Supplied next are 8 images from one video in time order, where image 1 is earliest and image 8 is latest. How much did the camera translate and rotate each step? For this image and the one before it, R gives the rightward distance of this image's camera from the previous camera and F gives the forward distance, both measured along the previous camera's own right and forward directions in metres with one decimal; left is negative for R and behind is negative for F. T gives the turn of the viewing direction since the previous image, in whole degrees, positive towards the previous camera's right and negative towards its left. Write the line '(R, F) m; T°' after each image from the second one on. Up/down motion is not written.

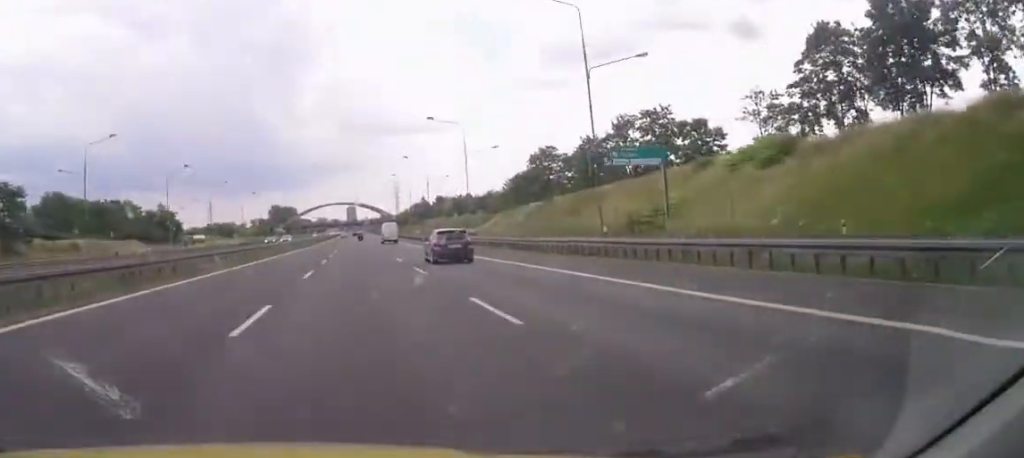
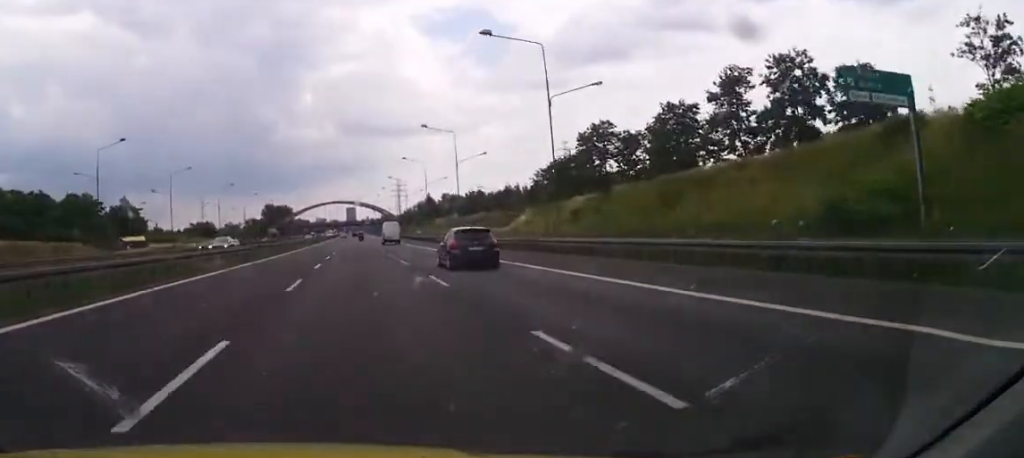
(-0.3, +28.4) m; 0°
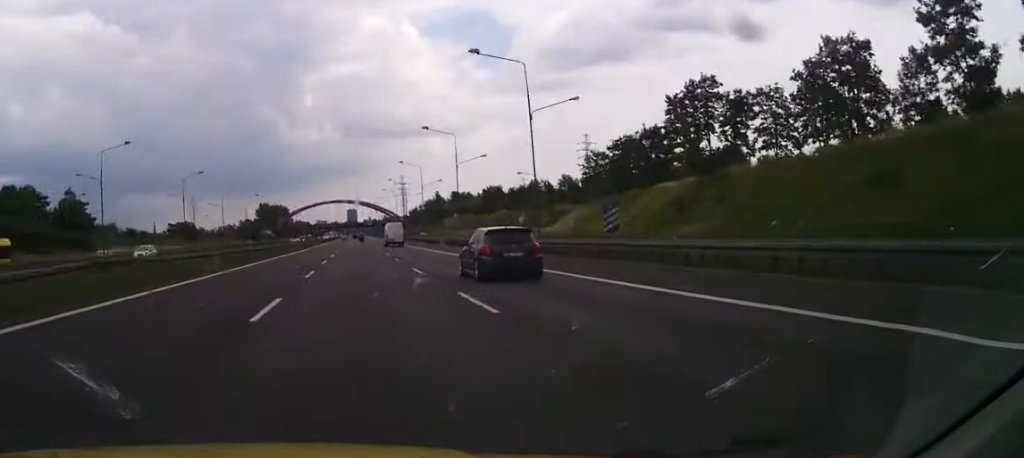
(0.0, +29.5) m; 0°
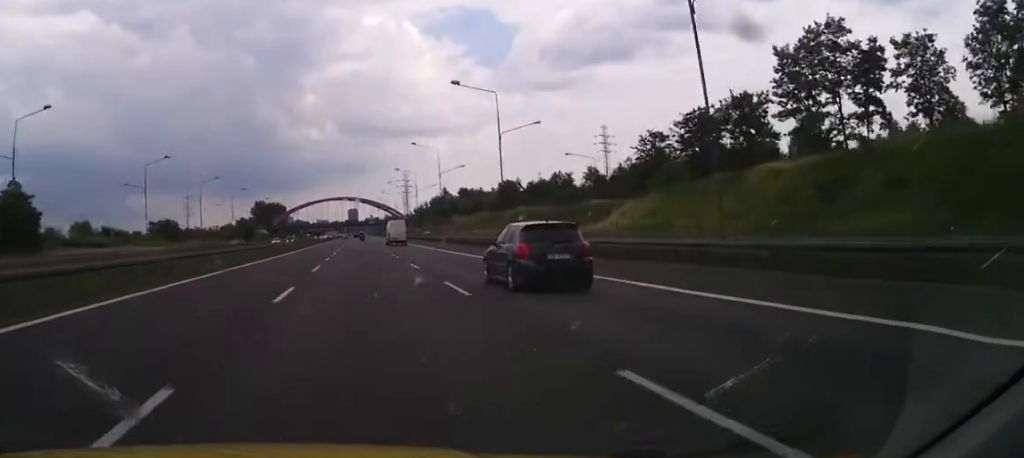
(+0.2, +20.9) m; 0°
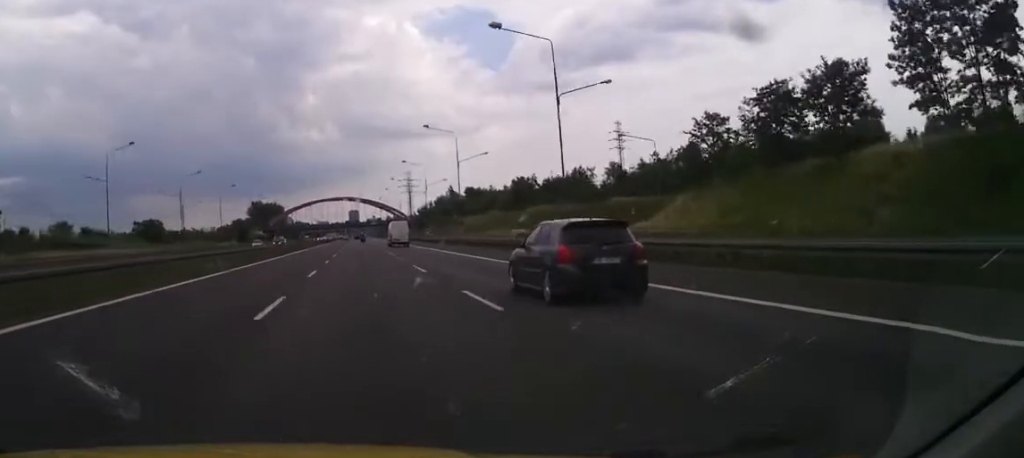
(0.0, +14.8) m; 0°
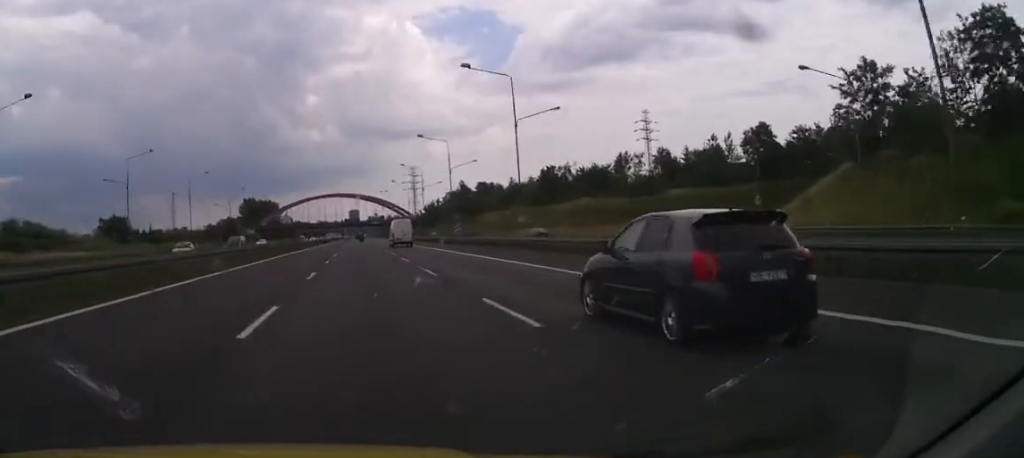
(0.0, +26.0) m; 0°
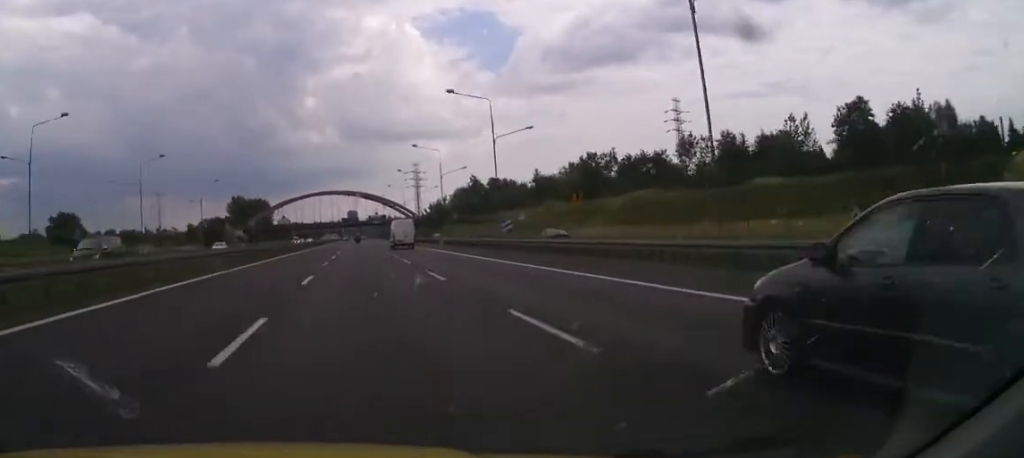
(0.0, +26.2) m; 0°
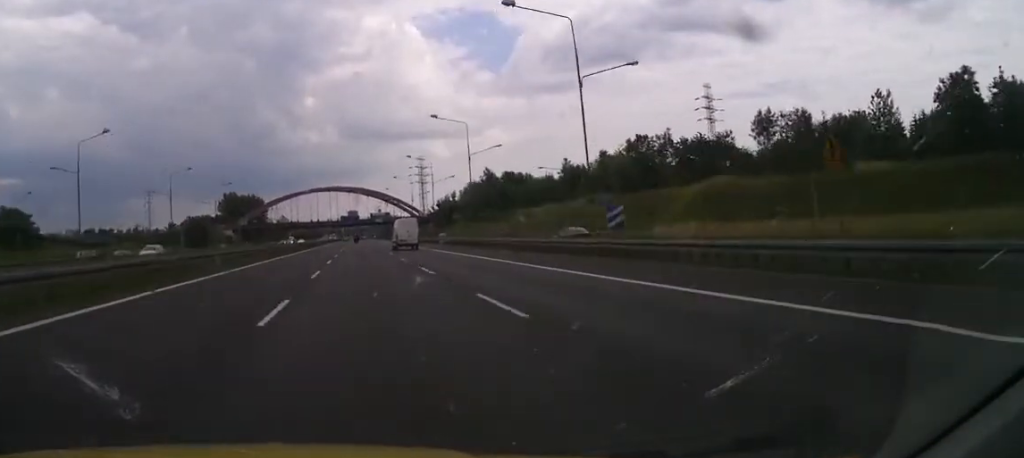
(0.0, +21.2) m; 0°
